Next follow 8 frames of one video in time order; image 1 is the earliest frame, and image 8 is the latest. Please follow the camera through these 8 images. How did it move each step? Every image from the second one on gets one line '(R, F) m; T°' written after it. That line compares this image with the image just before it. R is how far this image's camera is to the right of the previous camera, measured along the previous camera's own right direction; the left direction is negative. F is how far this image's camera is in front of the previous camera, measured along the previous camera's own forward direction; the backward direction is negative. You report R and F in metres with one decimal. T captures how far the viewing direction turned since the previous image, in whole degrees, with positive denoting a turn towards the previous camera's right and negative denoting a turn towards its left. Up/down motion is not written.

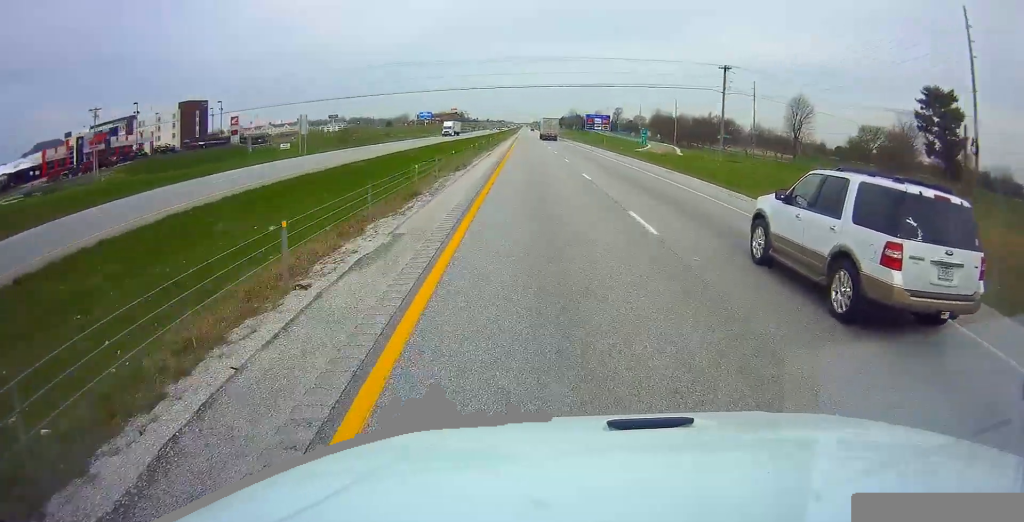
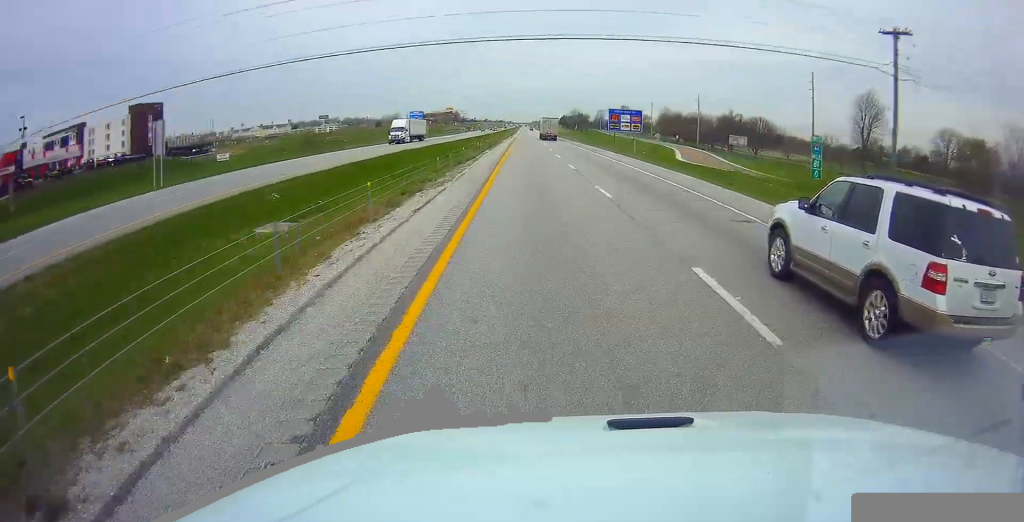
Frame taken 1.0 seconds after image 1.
(0.0, +30.3) m; 0°
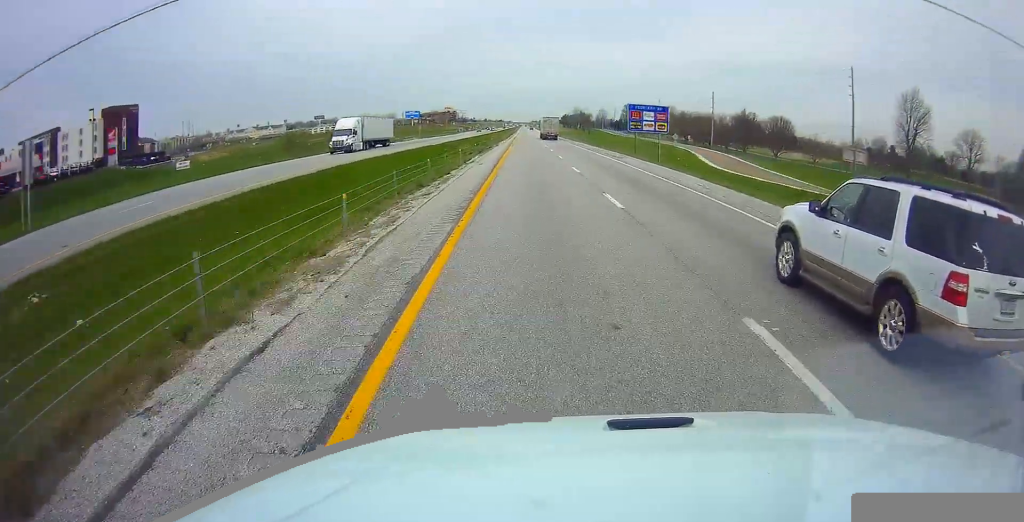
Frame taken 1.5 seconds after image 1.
(0.0, +14.6) m; 0°
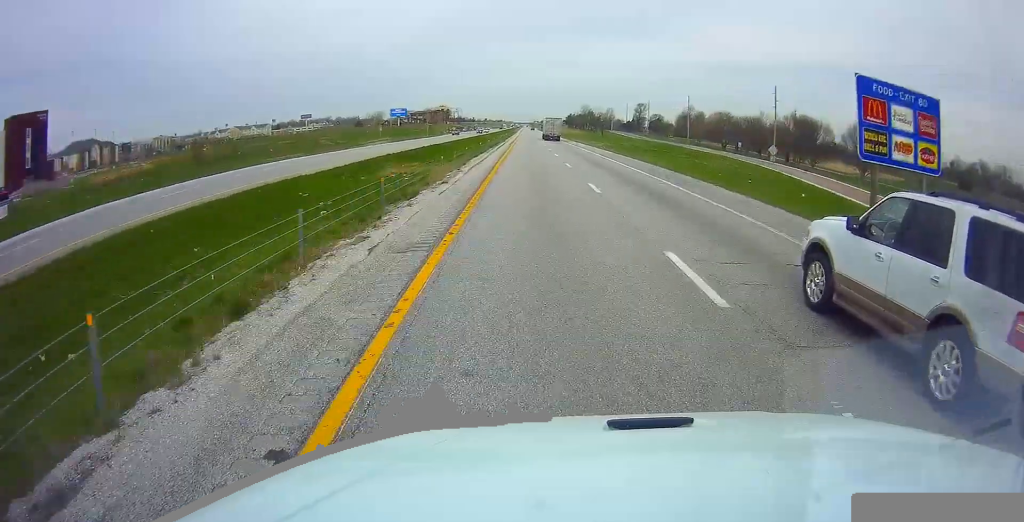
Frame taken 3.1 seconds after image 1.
(0.0, +45.0) m; 0°
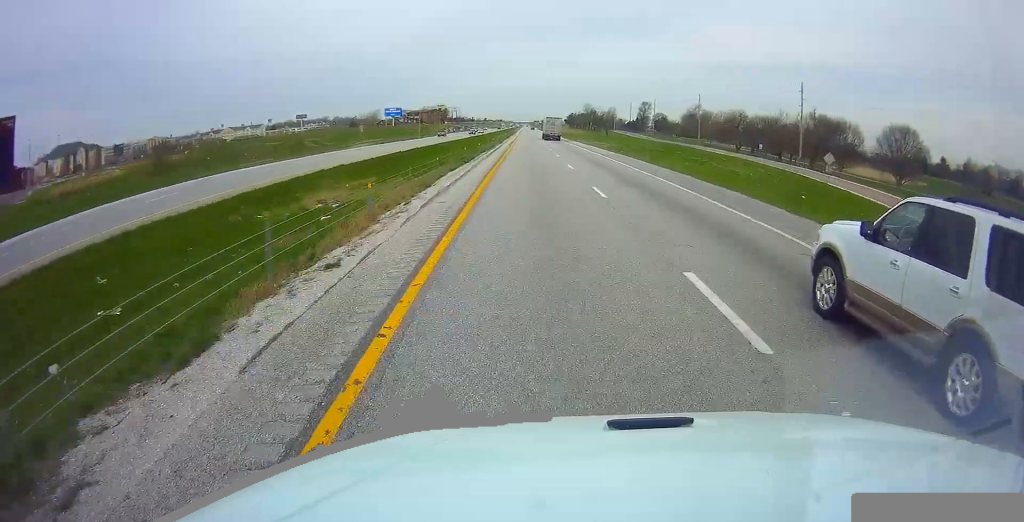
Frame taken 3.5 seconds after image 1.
(0.0, +13.7) m; 0°
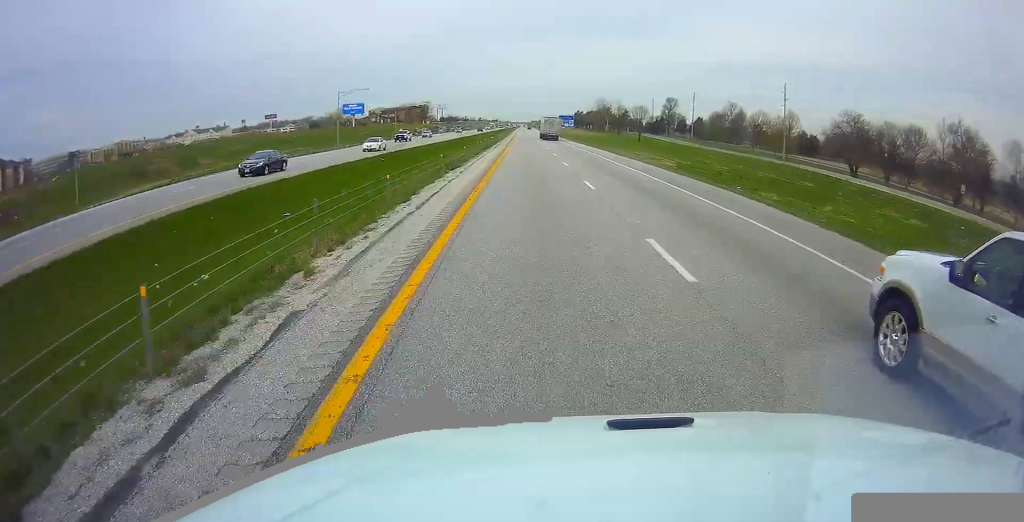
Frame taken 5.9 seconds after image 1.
(+0.3, +70.3) m; 0°
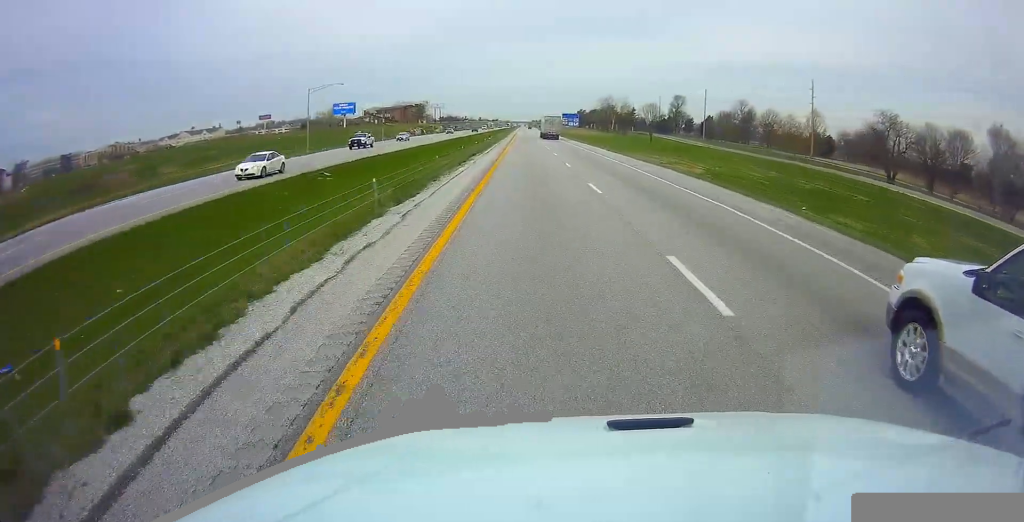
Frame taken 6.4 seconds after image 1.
(0.0, +13.7) m; 0°
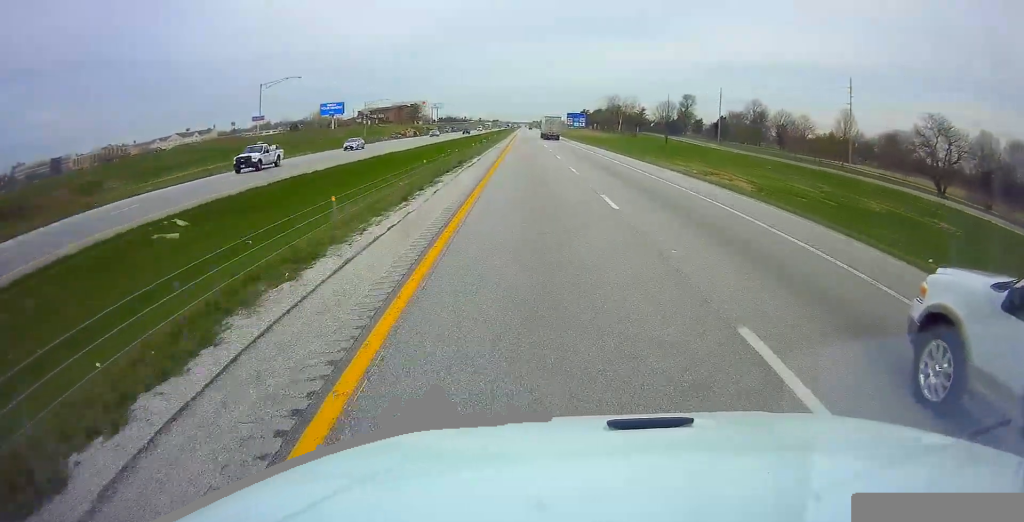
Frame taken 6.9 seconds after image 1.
(0.0, +15.6) m; 0°
